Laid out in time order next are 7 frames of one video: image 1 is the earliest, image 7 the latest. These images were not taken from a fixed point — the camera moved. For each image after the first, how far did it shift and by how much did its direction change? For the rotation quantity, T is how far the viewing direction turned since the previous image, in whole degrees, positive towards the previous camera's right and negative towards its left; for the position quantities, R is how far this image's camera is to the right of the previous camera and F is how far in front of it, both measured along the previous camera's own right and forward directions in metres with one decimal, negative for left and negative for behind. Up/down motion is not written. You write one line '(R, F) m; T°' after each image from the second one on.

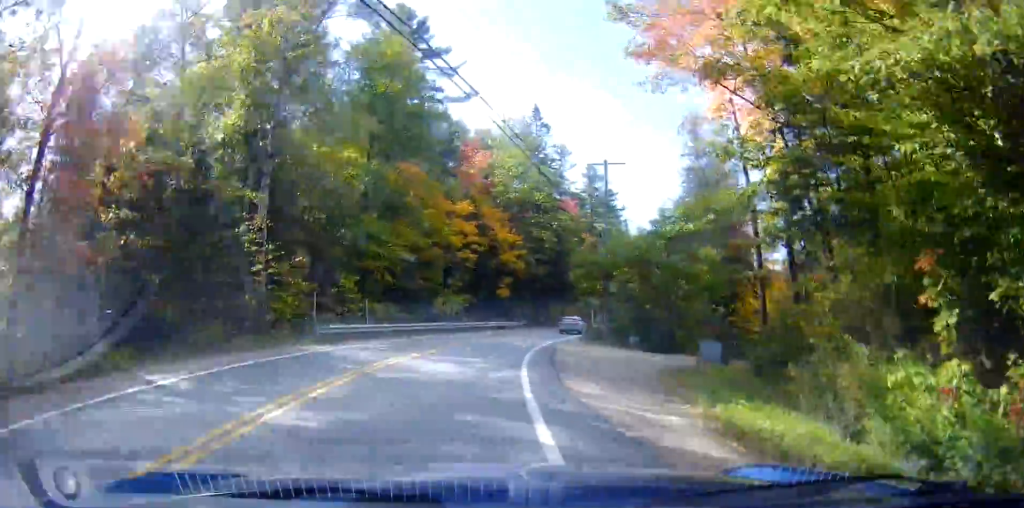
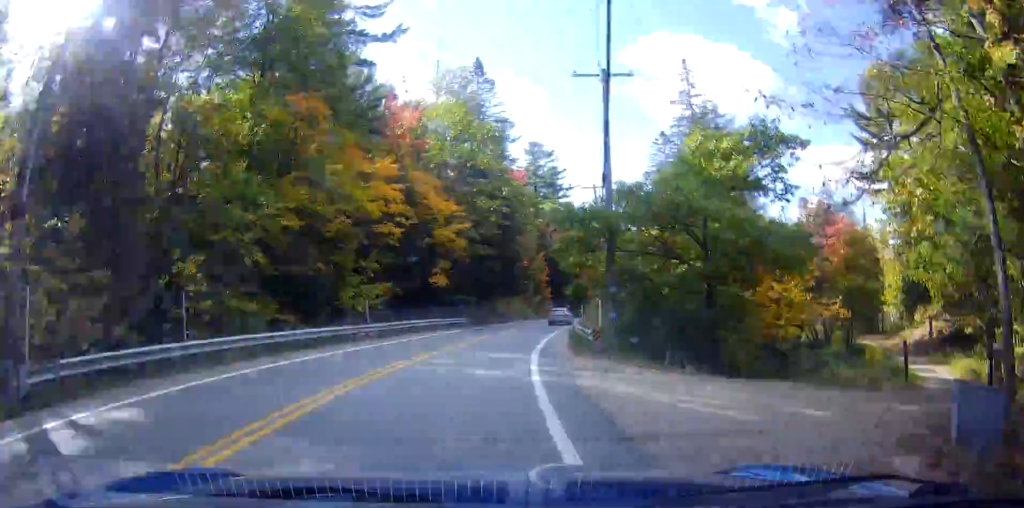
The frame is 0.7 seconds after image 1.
(+0.7, +14.4) m; +7°
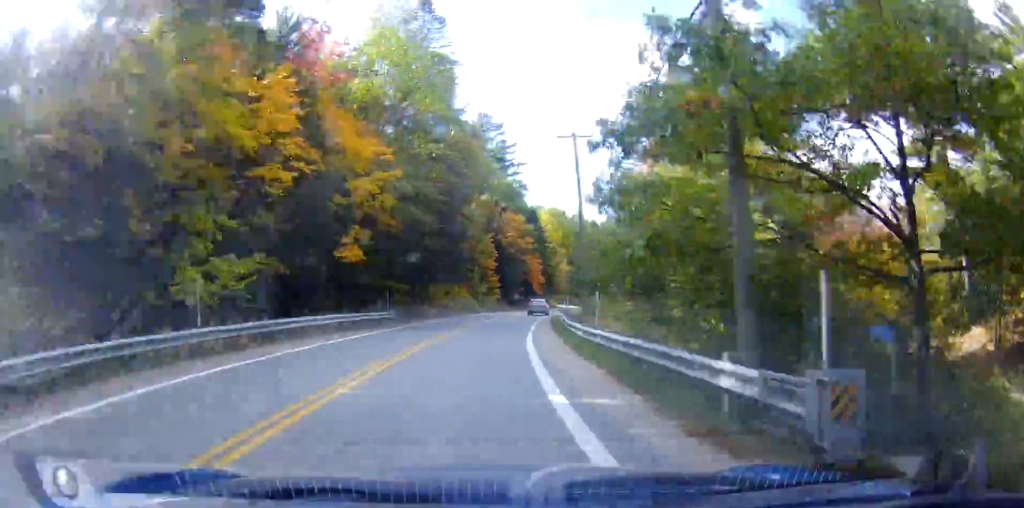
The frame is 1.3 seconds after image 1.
(+0.9, +13.6) m; +6°
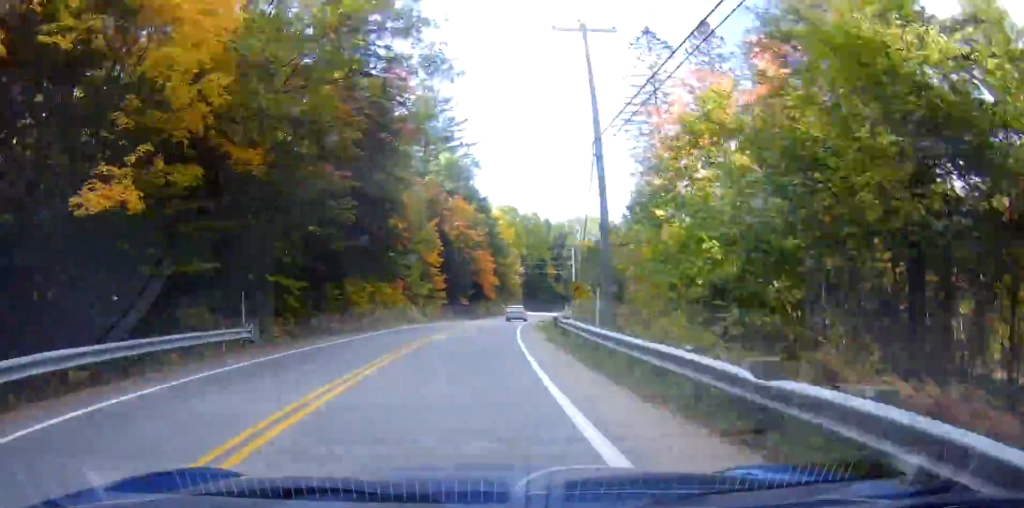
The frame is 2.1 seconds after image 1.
(+1.4, +16.7) m; +6°
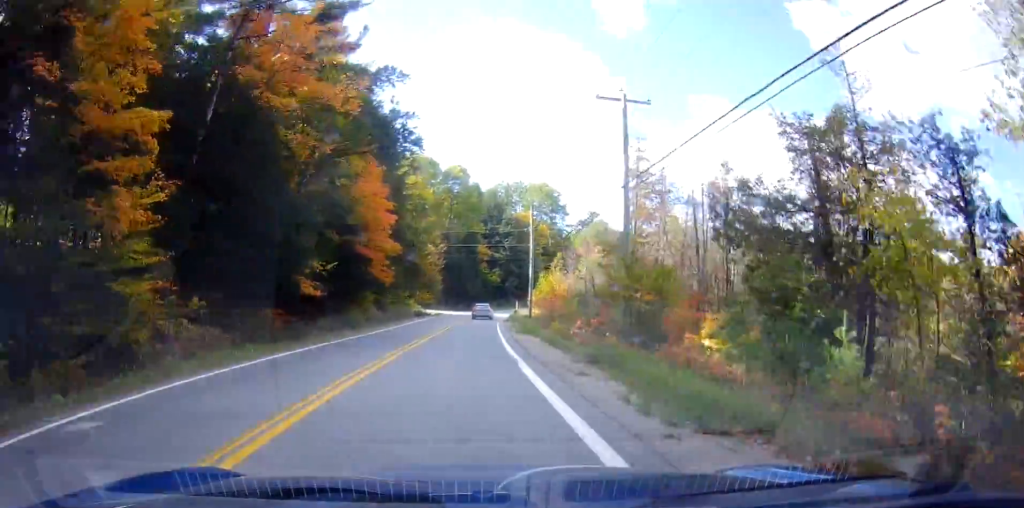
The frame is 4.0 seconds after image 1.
(+2.9, +45.4) m; +7°
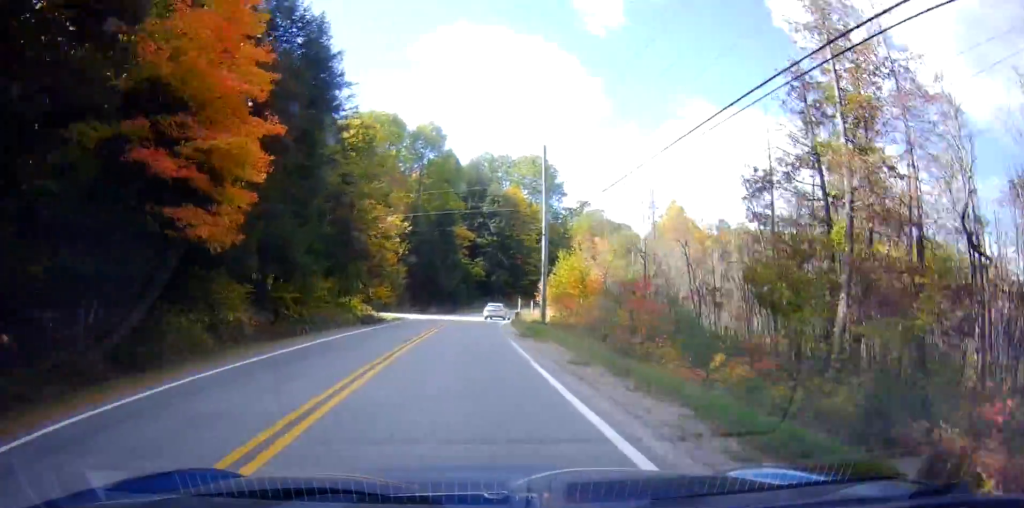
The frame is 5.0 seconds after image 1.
(+0.2, +24.8) m; +2°
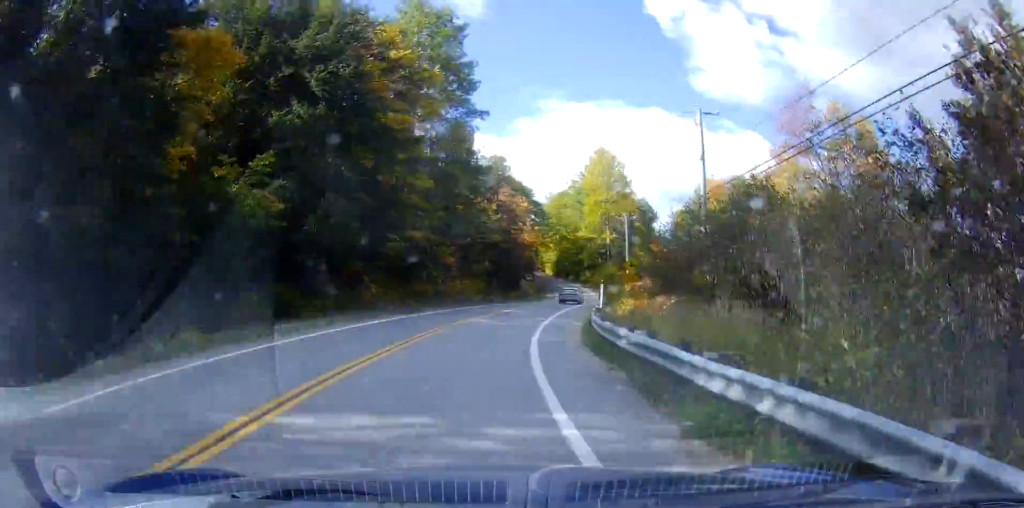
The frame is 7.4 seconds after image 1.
(+6.9, +58.0) m; +17°
